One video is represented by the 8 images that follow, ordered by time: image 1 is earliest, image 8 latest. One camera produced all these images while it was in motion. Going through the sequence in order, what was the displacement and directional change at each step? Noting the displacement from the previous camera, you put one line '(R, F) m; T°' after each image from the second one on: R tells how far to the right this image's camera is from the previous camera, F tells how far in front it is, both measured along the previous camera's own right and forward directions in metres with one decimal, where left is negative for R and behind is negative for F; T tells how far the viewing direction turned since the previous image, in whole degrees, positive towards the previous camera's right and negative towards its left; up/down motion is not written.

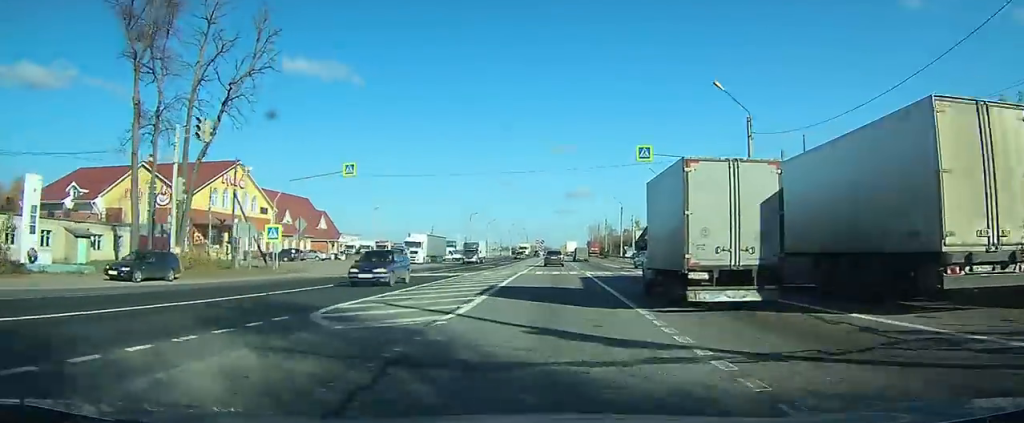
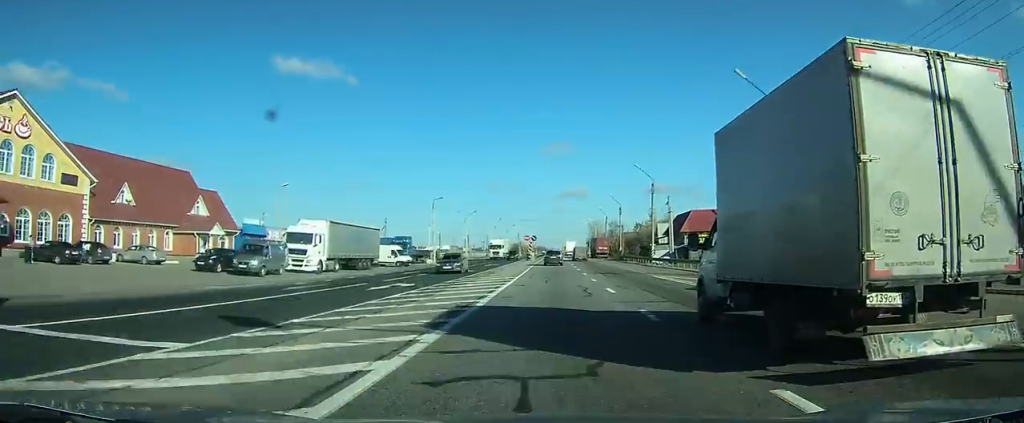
(0.0, +32.7) m; 0°
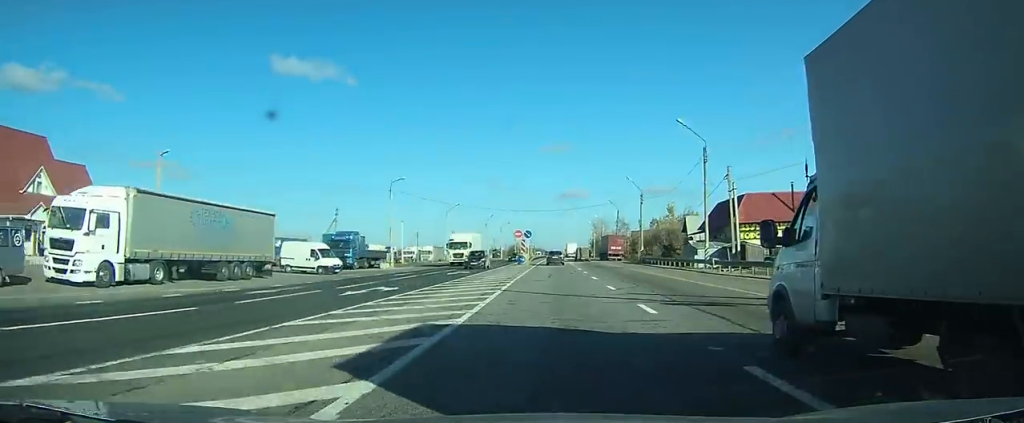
(+0.1, +21.9) m; 0°
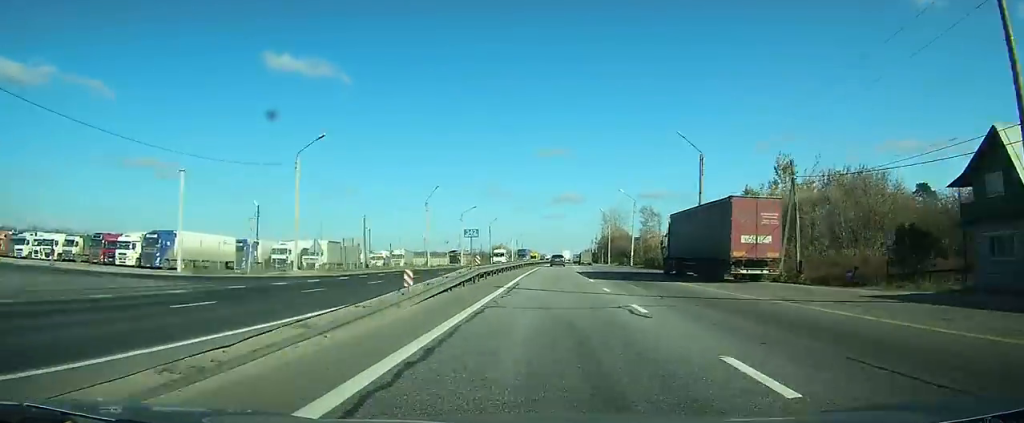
(+0.6, +65.3) m; +1°
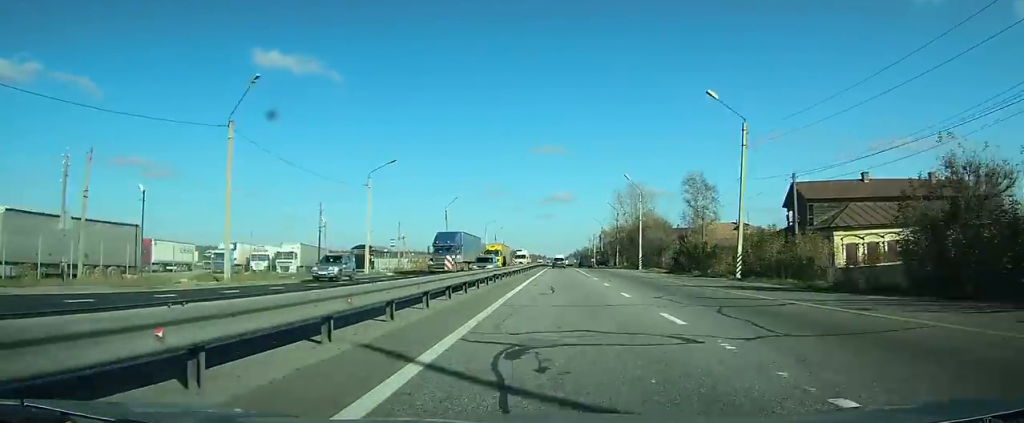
(0.0, +49.9) m; +1°
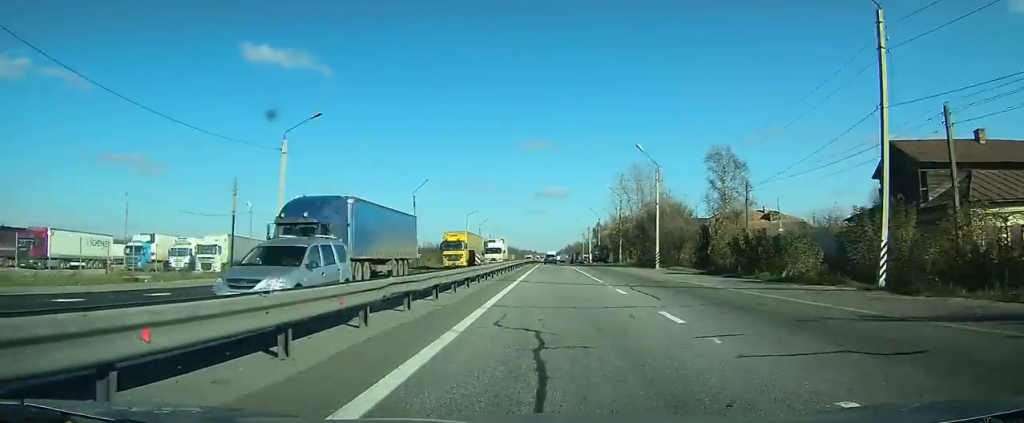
(+0.2, +15.7) m; +1°
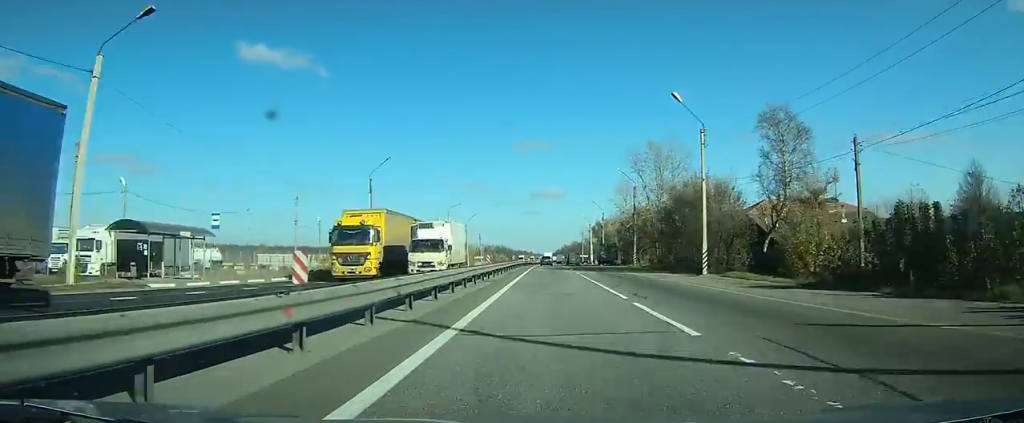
(0.0, +16.8) m; +1°
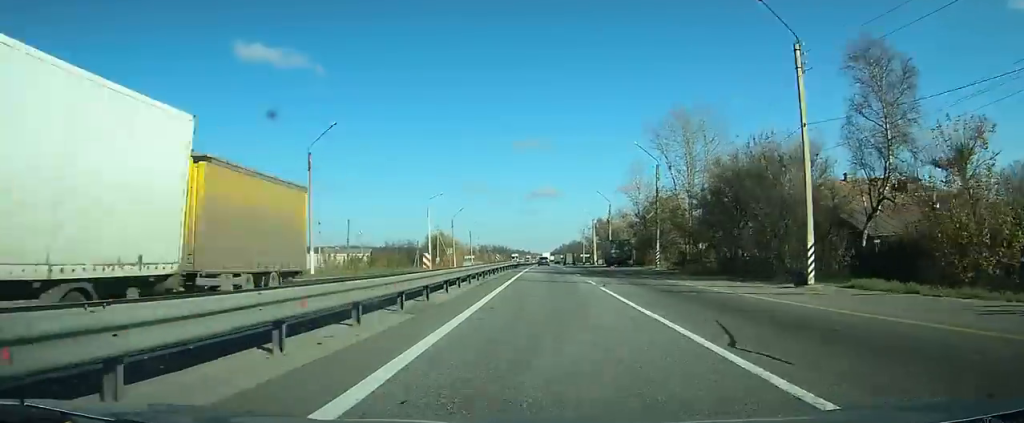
(+0.1, +14.7) m; 0°
